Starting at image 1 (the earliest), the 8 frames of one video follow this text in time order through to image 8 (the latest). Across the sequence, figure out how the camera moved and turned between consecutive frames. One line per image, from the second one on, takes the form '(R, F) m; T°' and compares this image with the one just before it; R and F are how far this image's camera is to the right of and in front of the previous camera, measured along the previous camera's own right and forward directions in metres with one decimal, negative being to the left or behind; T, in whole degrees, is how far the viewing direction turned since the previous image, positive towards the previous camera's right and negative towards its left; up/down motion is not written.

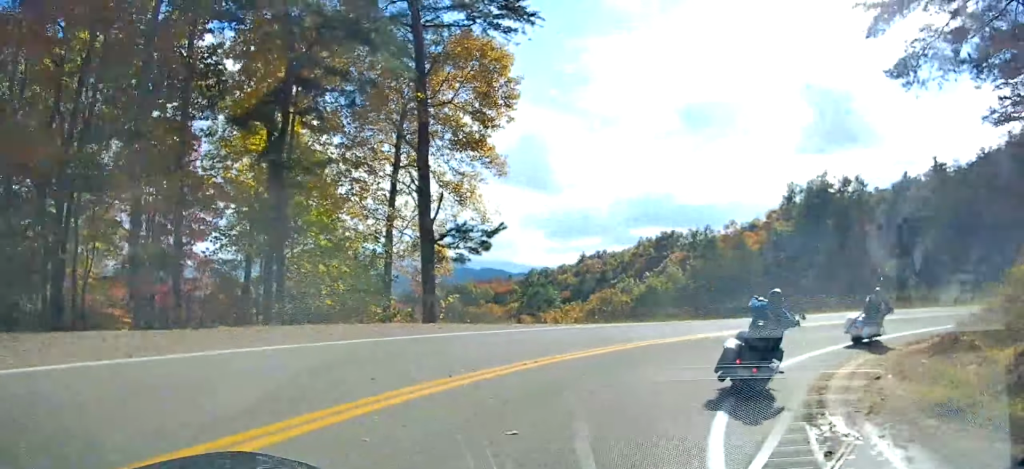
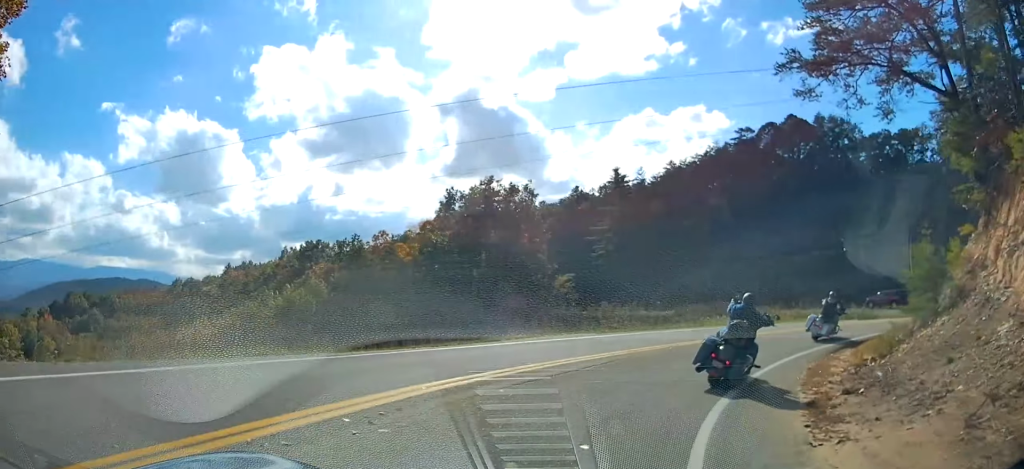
(+3.6, +11.7) m; +39°
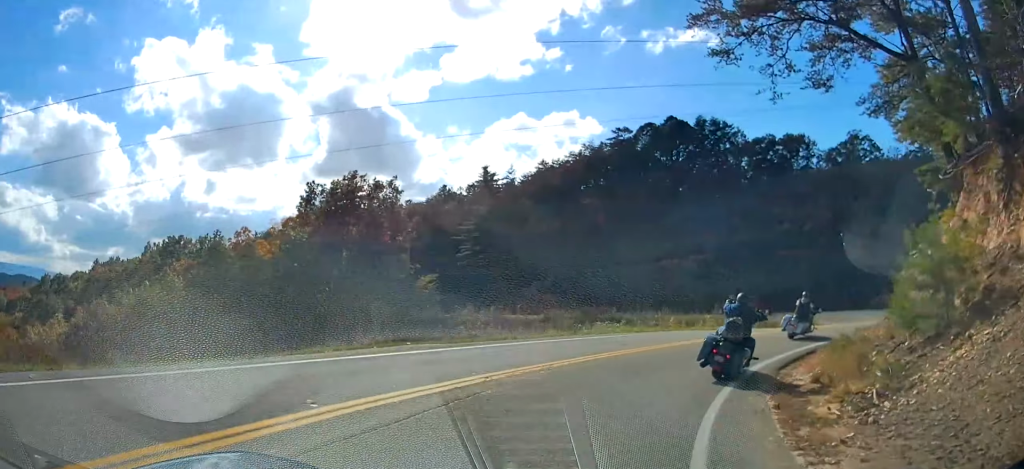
(+1.5, +5.3) m; +15°
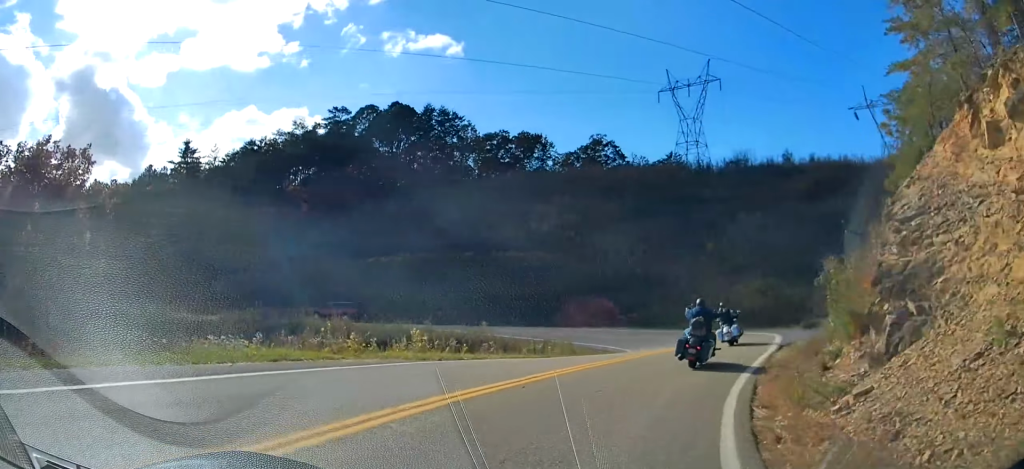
(+0.2, +13.5) m; +9°
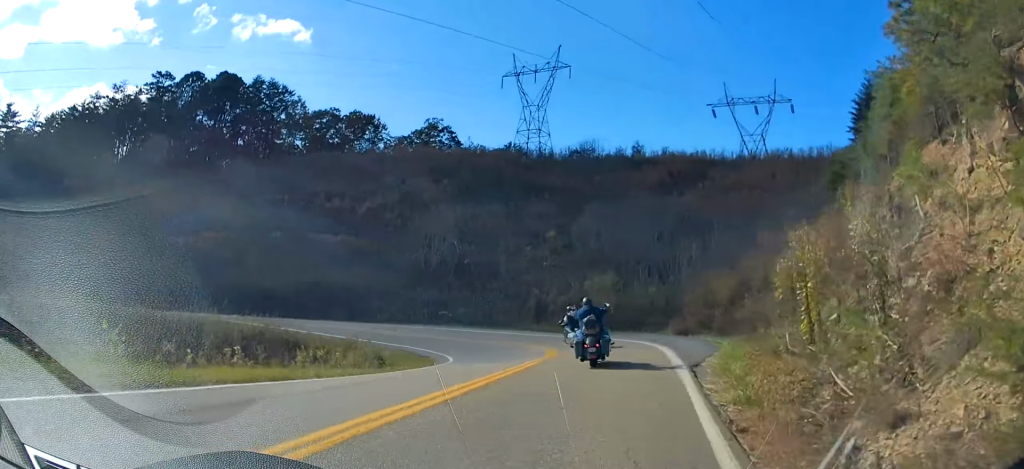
(+0.2, +7.2) m; +16°
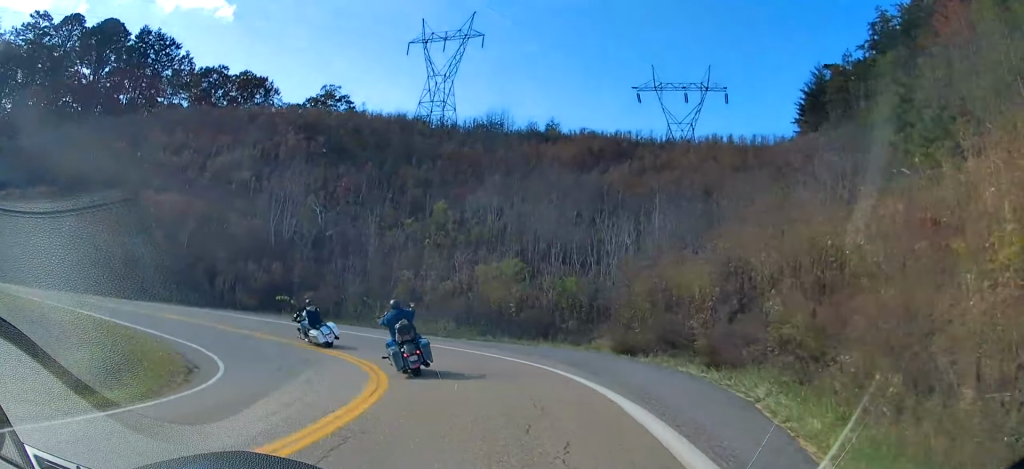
(+2.9, +10.5) m; +12°
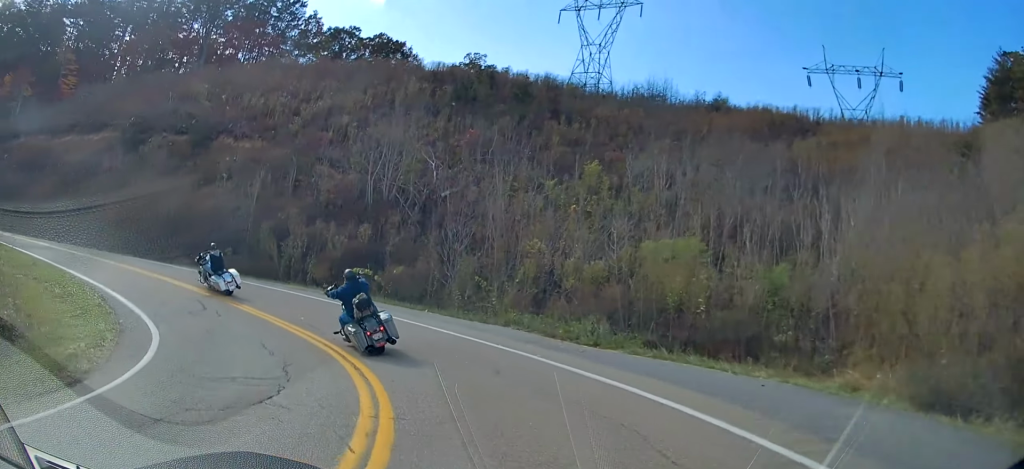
(-0.5, +9.2) m; -9°
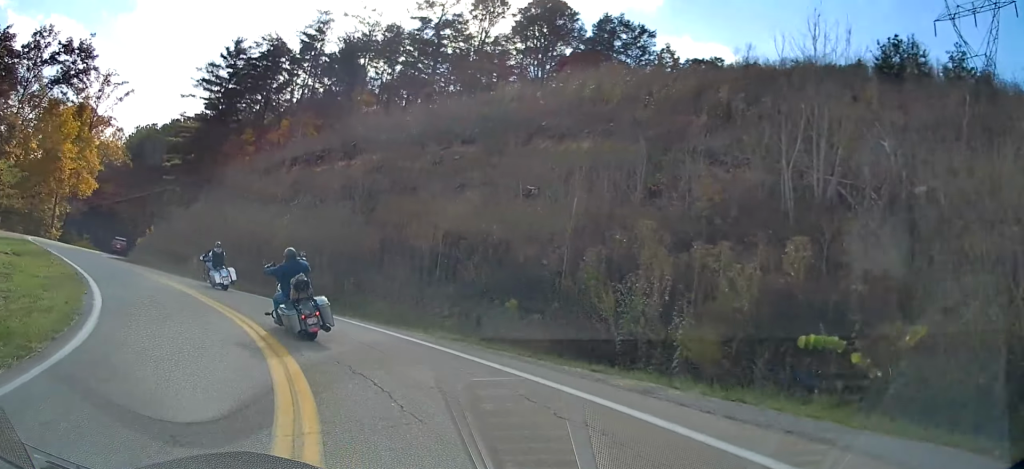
(-2.5, +14.5) m; -22°
